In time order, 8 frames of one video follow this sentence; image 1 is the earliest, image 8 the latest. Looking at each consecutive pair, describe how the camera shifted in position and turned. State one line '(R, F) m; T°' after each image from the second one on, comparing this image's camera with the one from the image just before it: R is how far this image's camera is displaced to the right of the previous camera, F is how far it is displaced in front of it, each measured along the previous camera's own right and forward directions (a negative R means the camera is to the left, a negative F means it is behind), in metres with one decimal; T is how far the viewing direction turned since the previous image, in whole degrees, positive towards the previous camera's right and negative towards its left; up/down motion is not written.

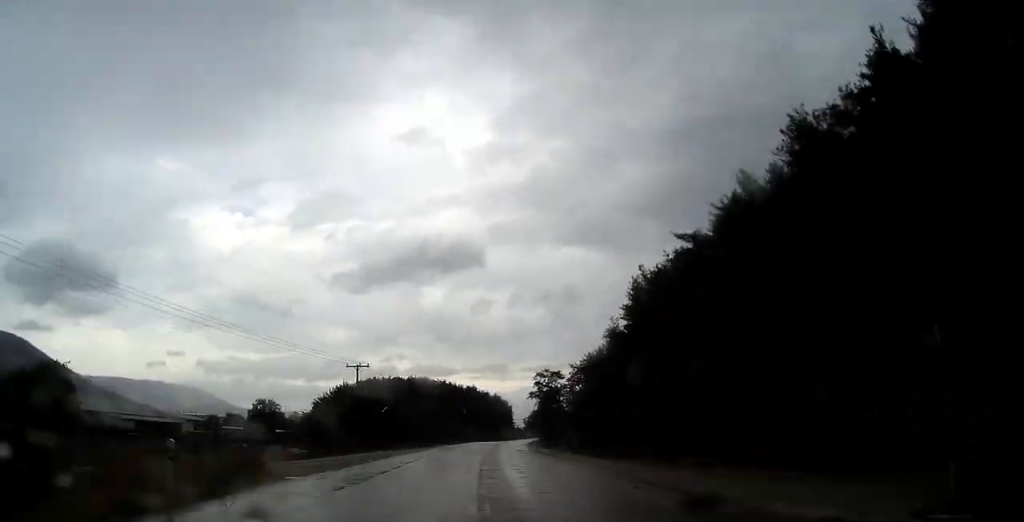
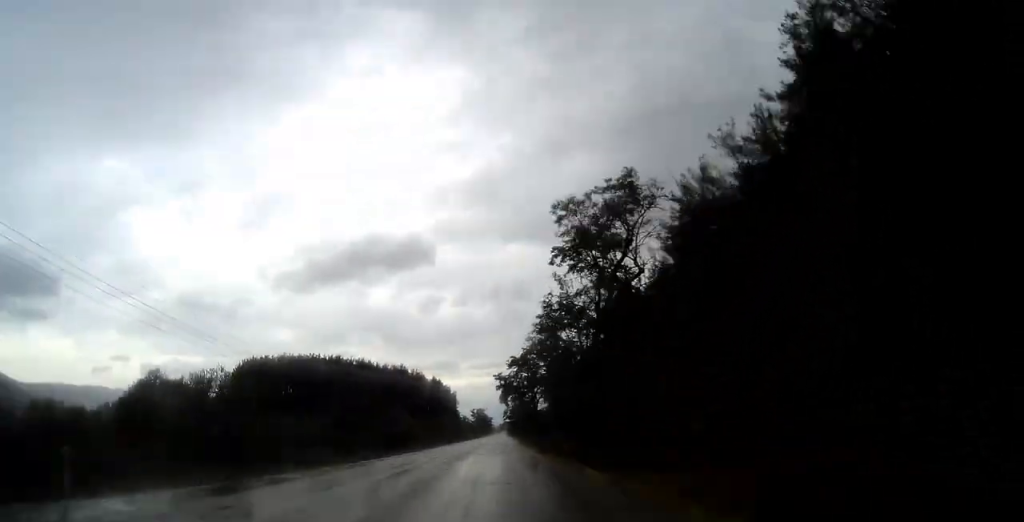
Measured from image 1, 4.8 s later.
(+3.7, +111.0) m; +3°
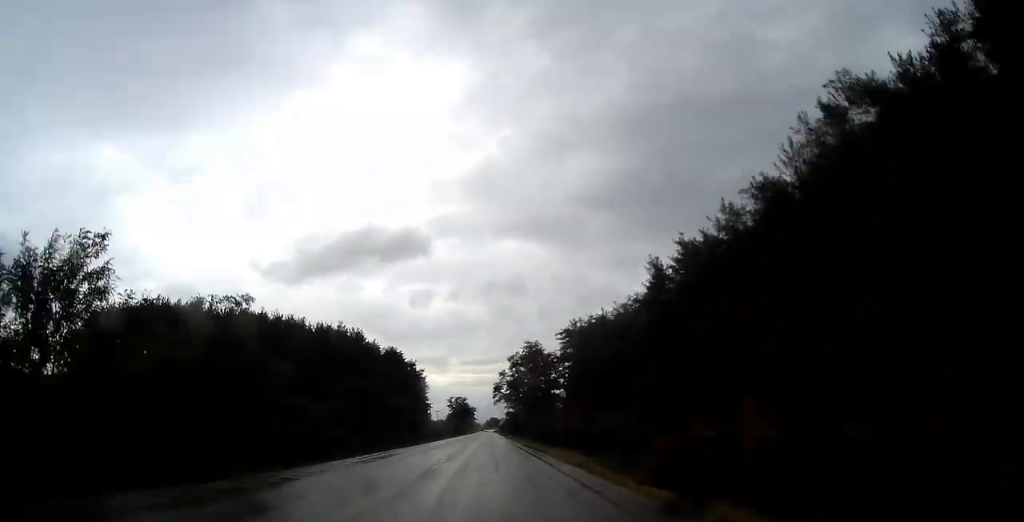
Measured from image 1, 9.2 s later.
(+2.0, +137.7) m; +1°
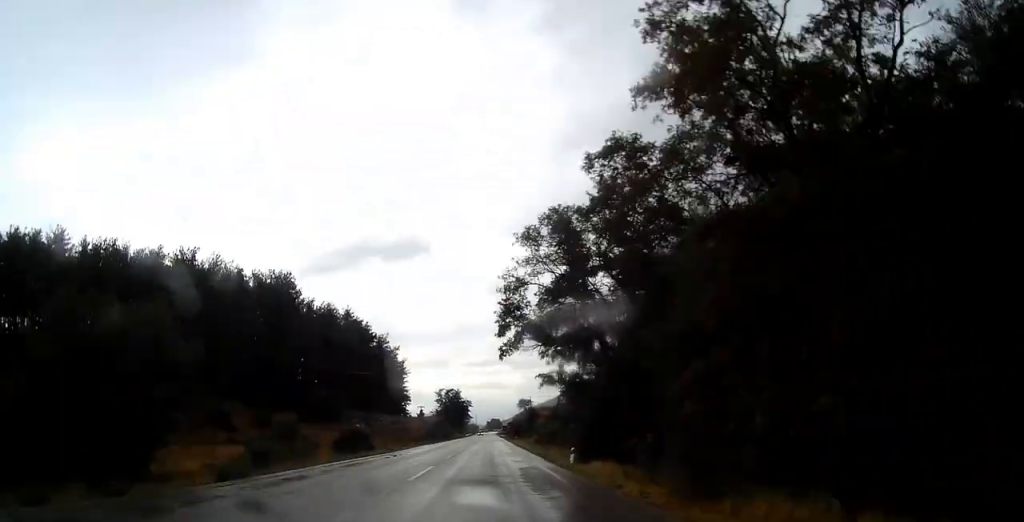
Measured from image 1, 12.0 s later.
(+0.7, +75.9) m; 0°
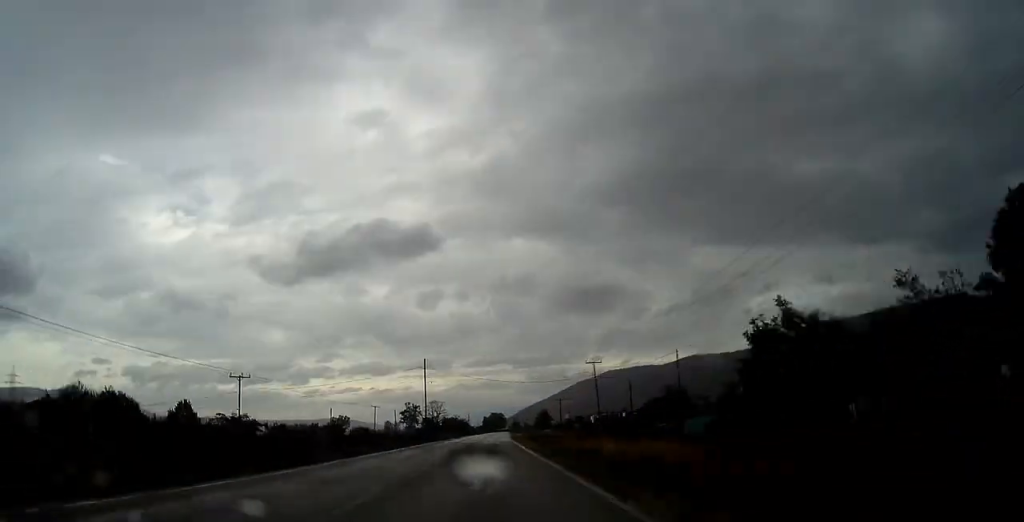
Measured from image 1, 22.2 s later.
(+1.4, +264.1) m; +1°
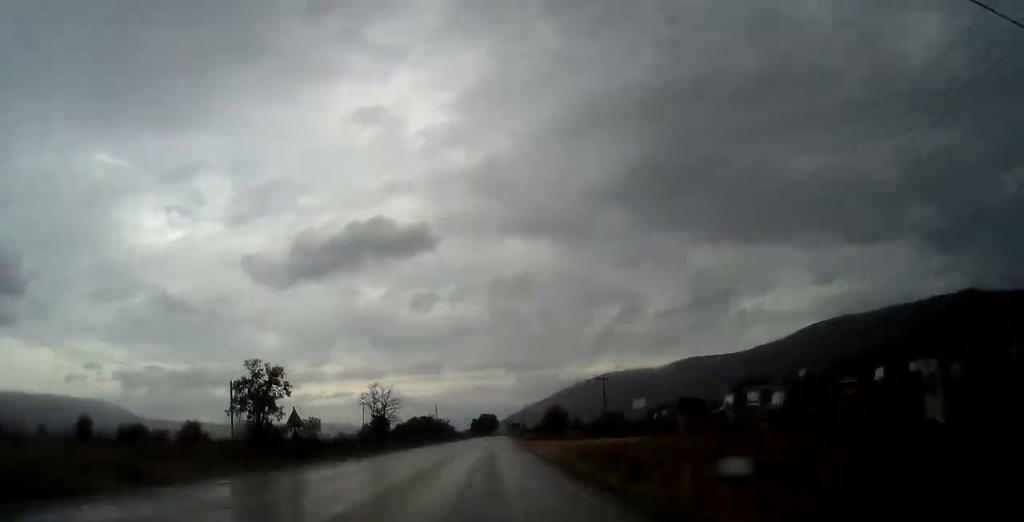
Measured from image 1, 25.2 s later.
(+0.2, +75.8) m; 0°
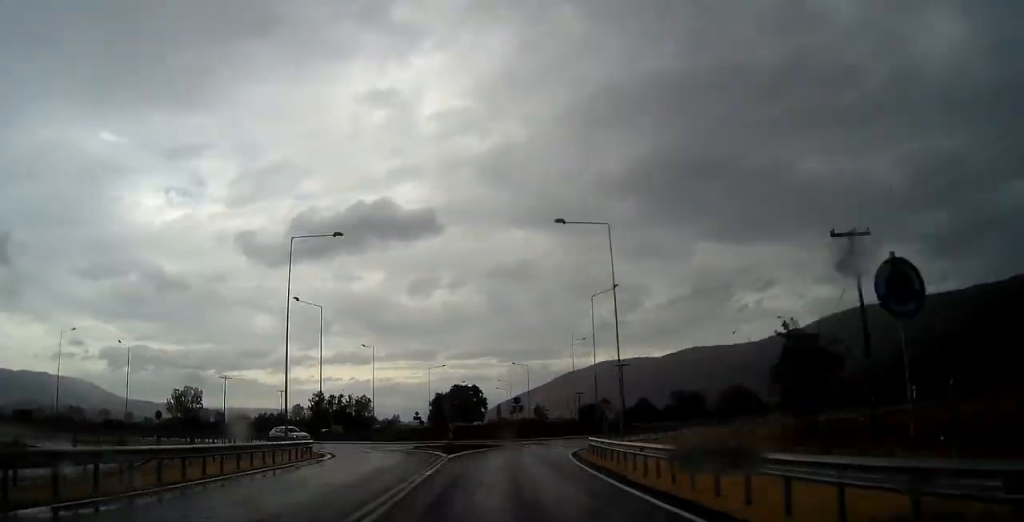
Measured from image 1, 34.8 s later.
(+3.8, +197.4) m; +7°
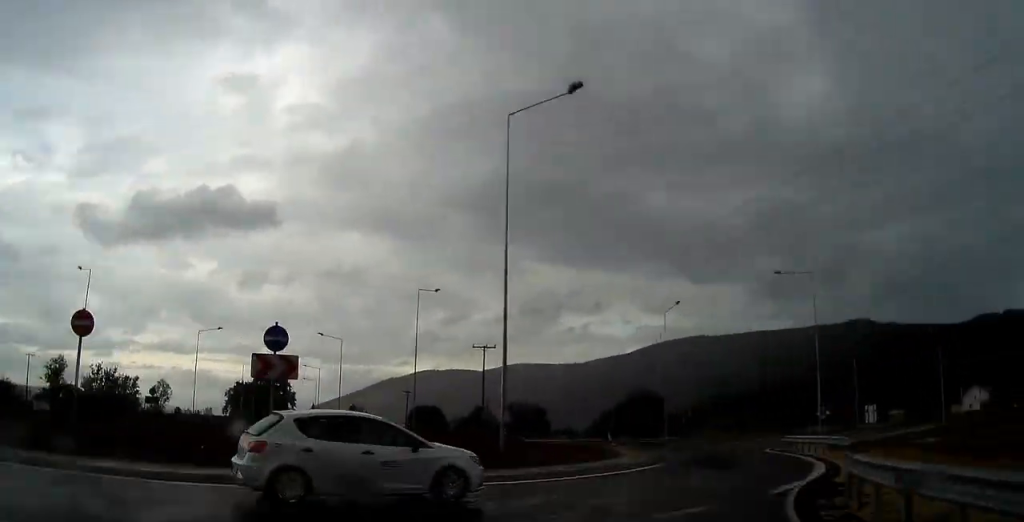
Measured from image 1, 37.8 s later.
(+2.0, +31.3) m; +7°
